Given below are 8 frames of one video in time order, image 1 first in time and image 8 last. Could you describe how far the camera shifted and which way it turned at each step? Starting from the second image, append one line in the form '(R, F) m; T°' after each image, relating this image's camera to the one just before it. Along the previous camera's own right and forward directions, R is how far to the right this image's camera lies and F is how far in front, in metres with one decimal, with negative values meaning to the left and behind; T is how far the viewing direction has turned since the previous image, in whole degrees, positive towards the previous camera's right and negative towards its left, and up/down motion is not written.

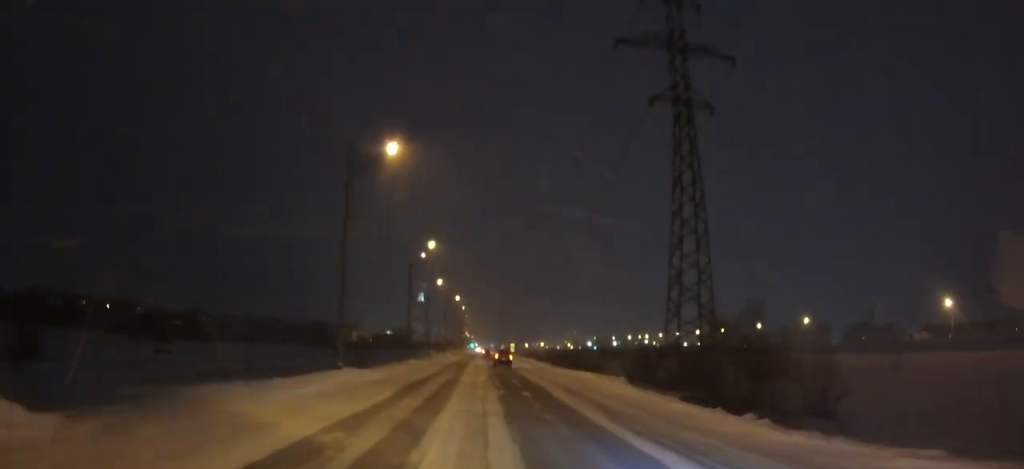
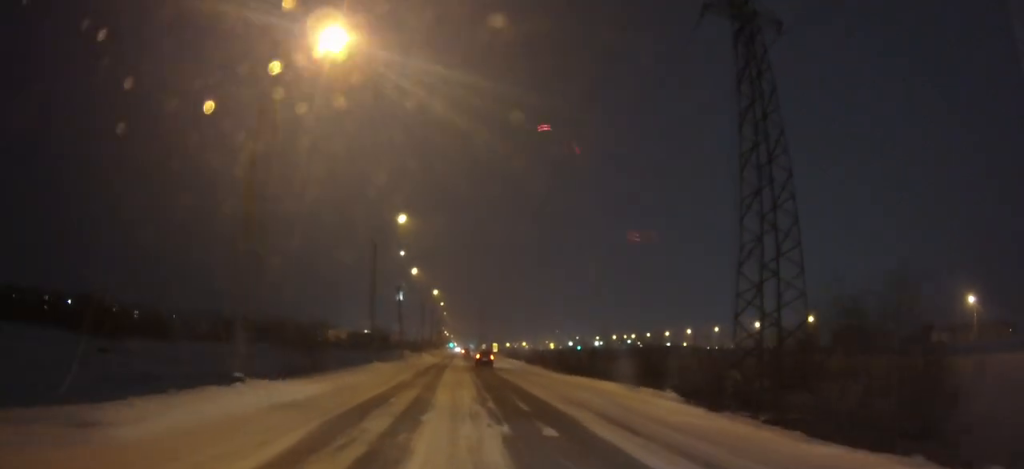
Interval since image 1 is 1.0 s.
(+0.2, +12.6) m; +2°
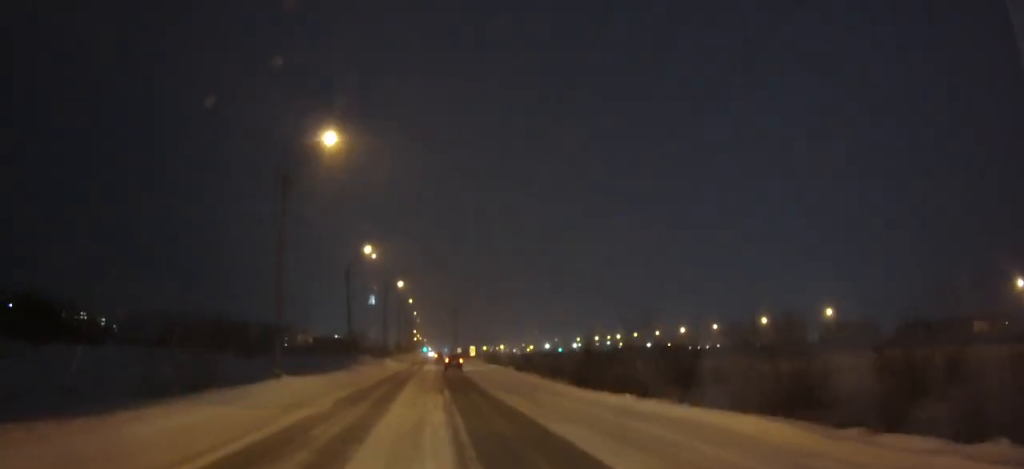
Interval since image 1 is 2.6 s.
(+0.4, +20.1) m; +2°
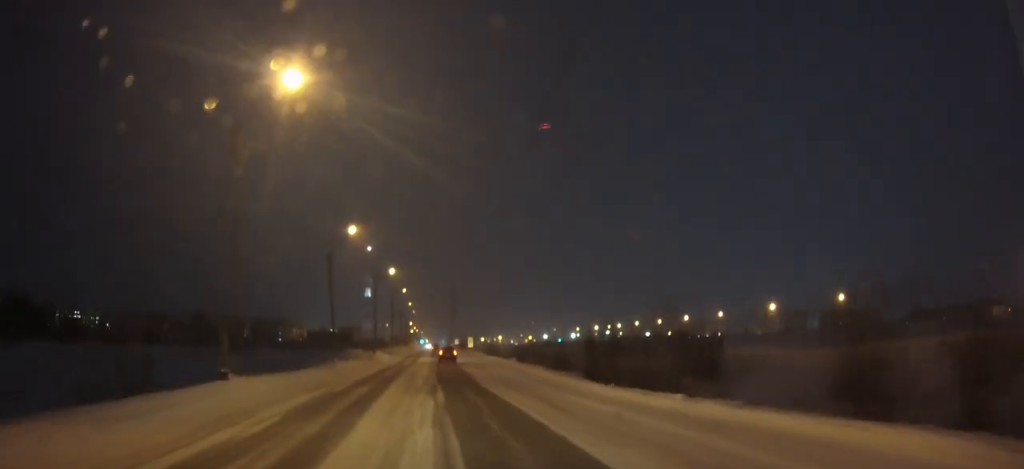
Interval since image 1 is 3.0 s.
(0.0, +6.5) m; 0°
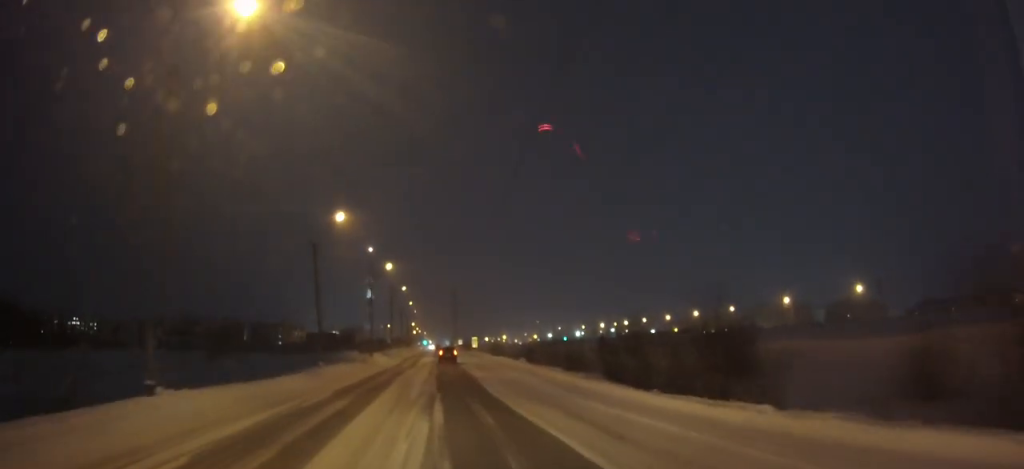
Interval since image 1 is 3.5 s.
(0.0, +6.0) m; 0°
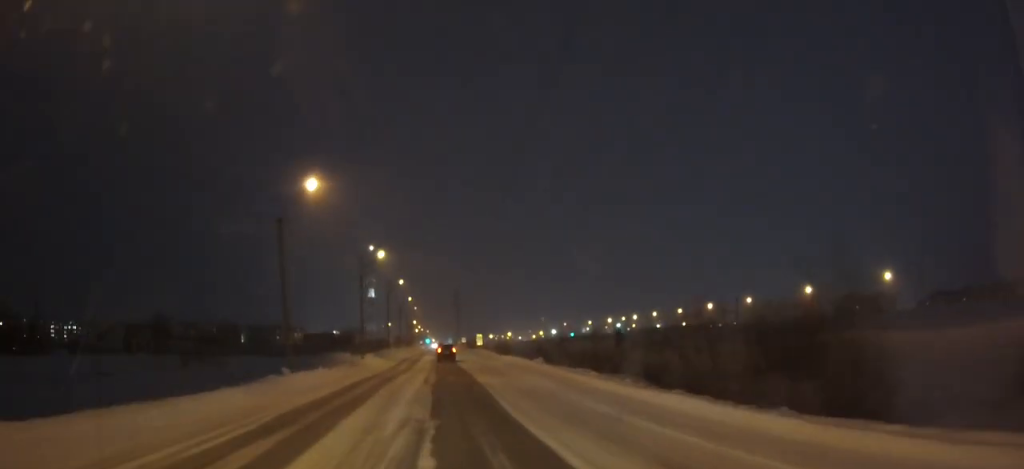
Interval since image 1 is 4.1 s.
(-0.1, +9.6) m; 0°
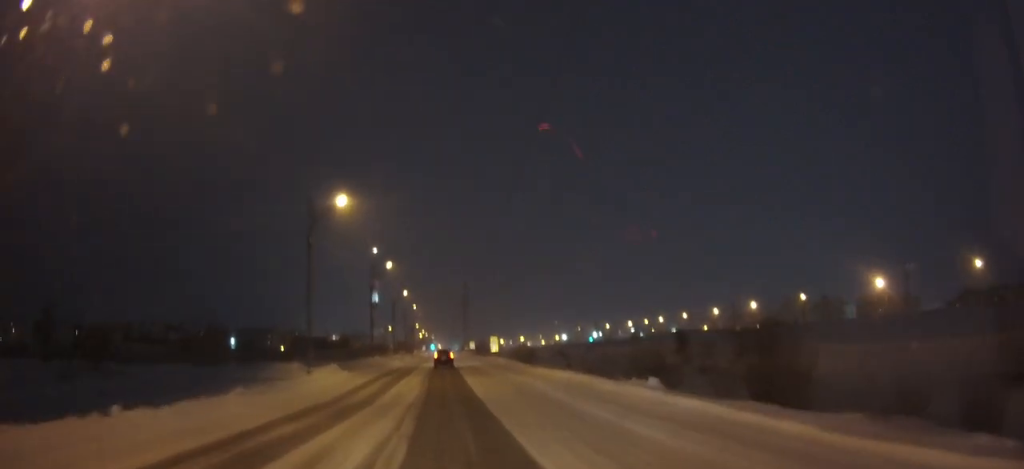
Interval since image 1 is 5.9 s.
(-0.1, +25.7) m; -1°
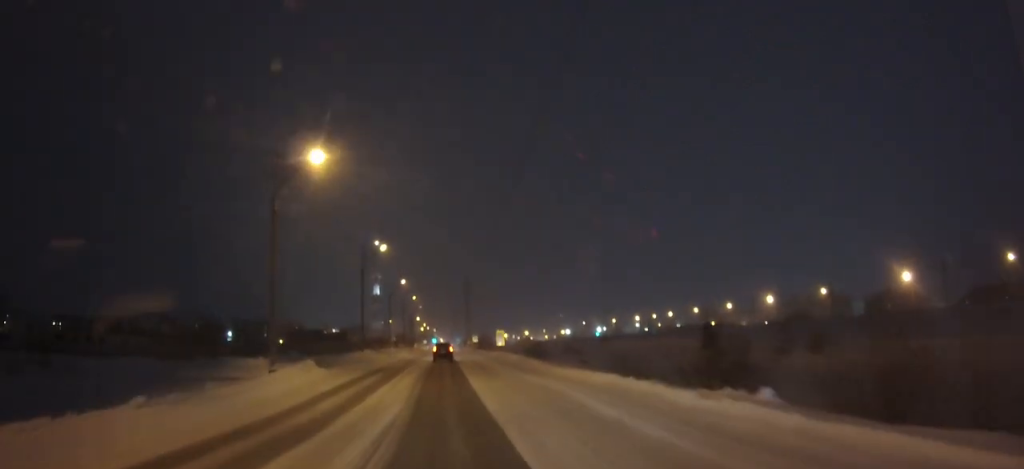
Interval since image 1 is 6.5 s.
(0.0, +8.3) m; 0°
